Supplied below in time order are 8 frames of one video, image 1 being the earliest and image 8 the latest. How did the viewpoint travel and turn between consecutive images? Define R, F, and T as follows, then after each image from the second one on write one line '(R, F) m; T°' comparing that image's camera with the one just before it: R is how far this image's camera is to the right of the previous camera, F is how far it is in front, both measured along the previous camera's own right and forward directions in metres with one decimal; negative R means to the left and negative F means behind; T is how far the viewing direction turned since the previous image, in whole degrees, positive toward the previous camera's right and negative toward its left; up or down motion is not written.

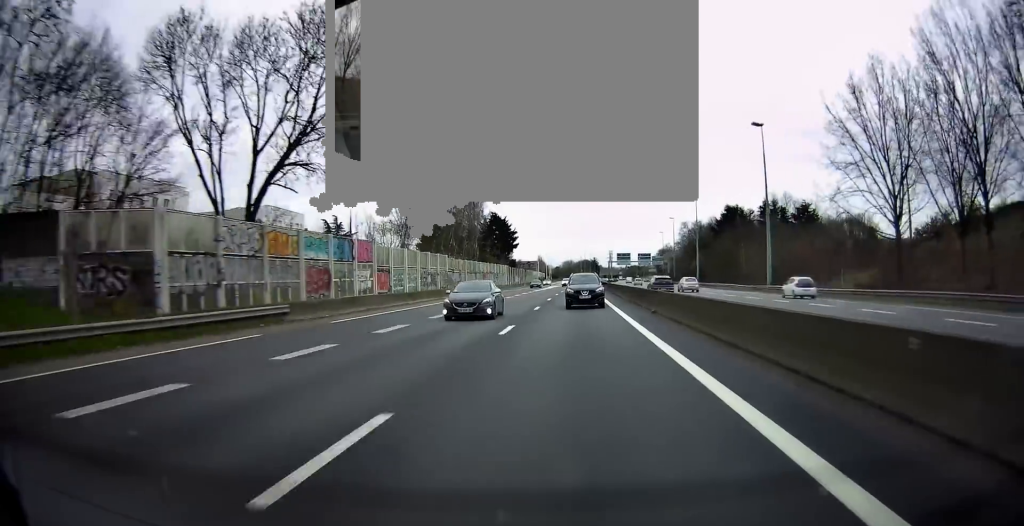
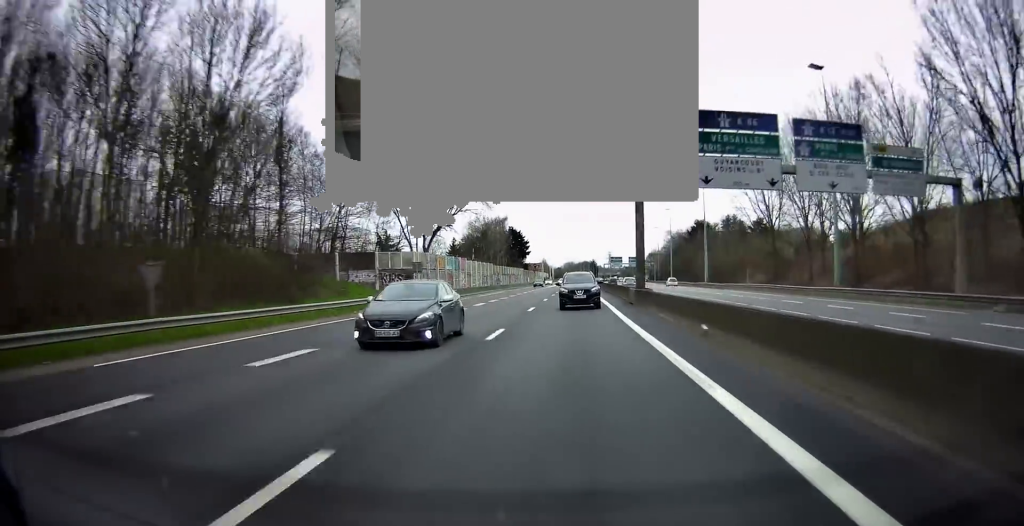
(0.0, +37.2) m; 0°
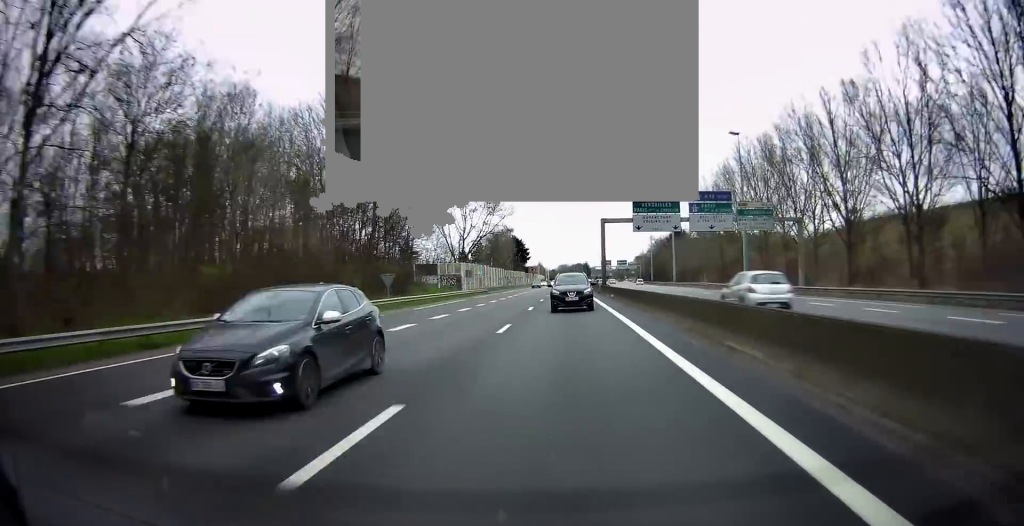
(0.0, +27.4) m; 0°
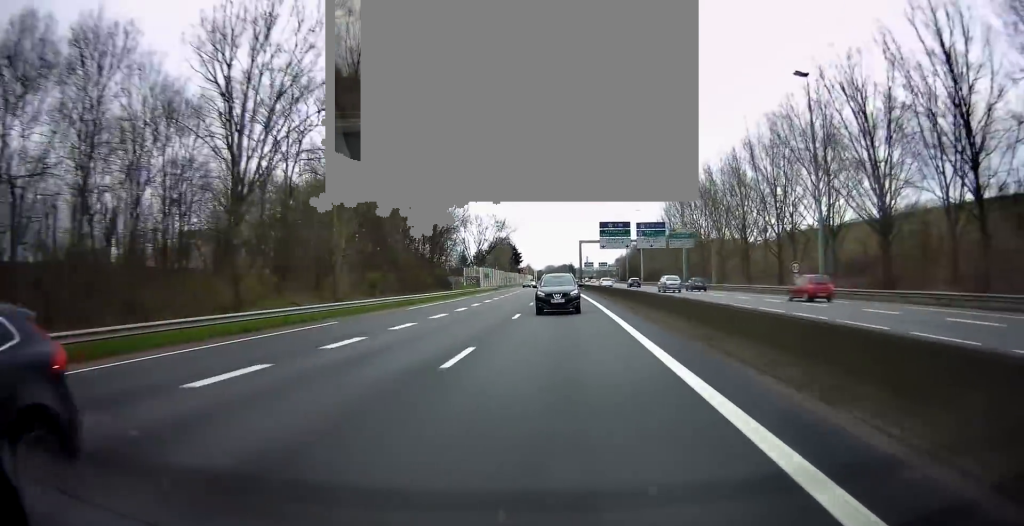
(-0.1, +32.5) m; 0°
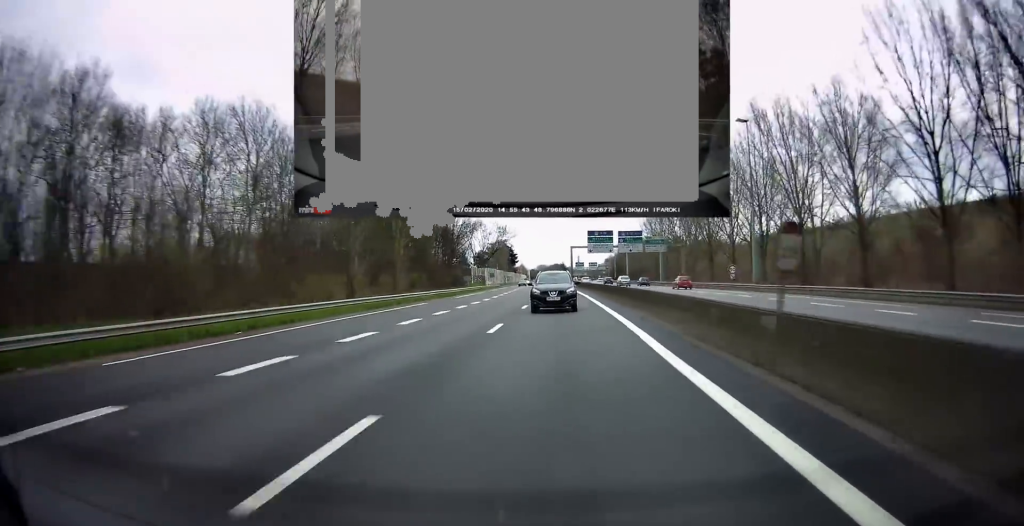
(+0.1, +18.8) m; +1°
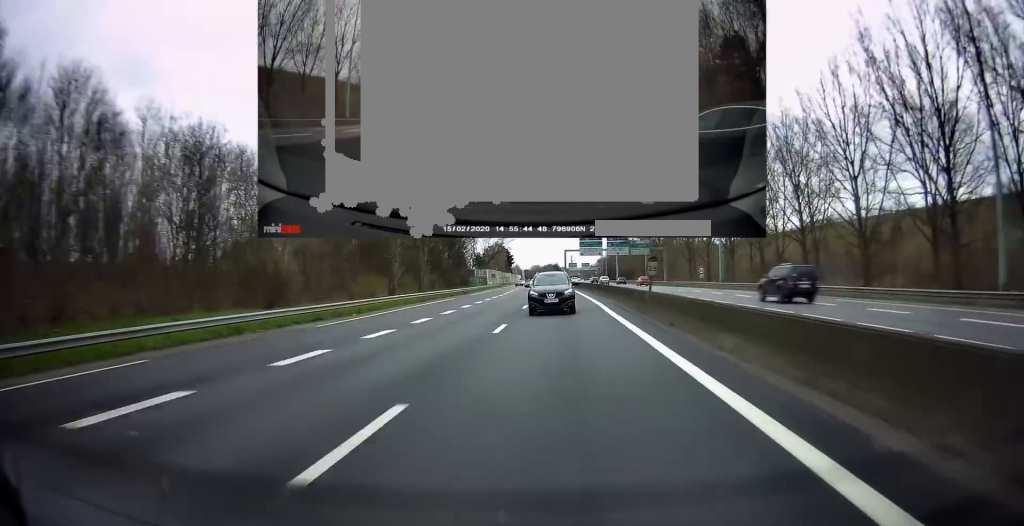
(+0.1, +13.8) m; +1°
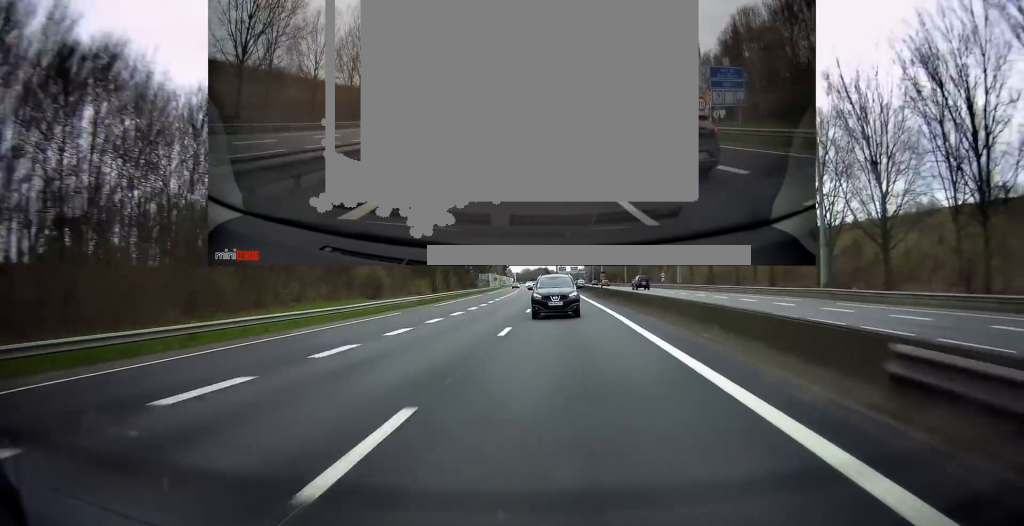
(+0.2, +25.2) m; +1°
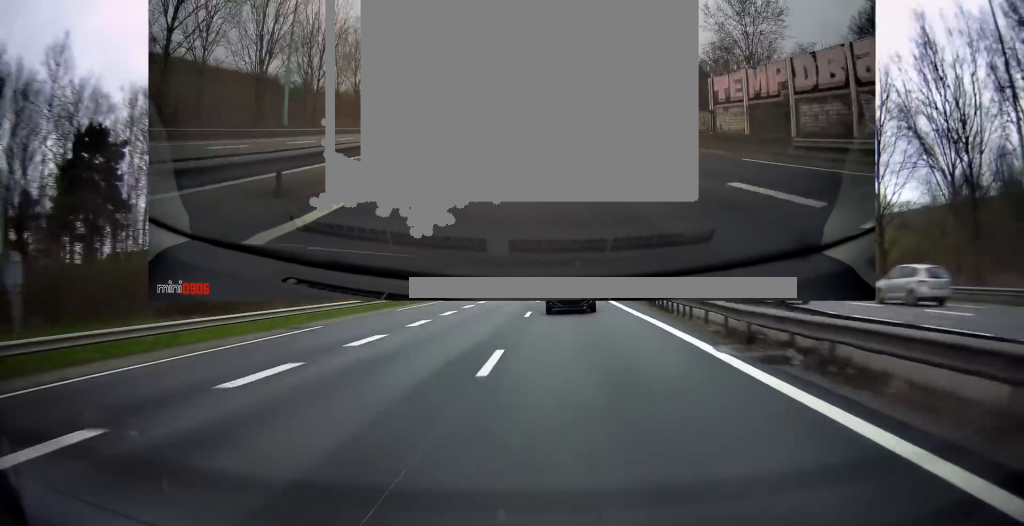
(+0.4, +30.5) m; +1°
